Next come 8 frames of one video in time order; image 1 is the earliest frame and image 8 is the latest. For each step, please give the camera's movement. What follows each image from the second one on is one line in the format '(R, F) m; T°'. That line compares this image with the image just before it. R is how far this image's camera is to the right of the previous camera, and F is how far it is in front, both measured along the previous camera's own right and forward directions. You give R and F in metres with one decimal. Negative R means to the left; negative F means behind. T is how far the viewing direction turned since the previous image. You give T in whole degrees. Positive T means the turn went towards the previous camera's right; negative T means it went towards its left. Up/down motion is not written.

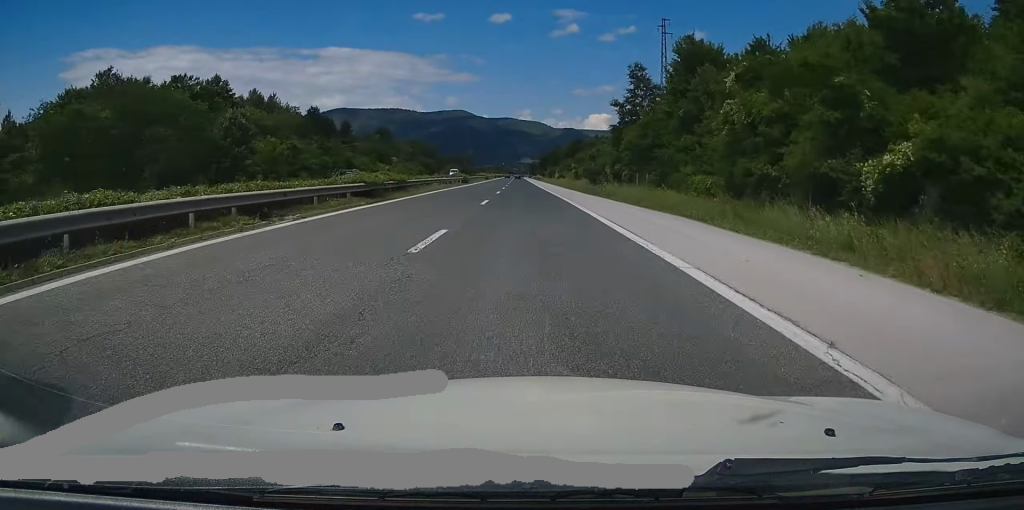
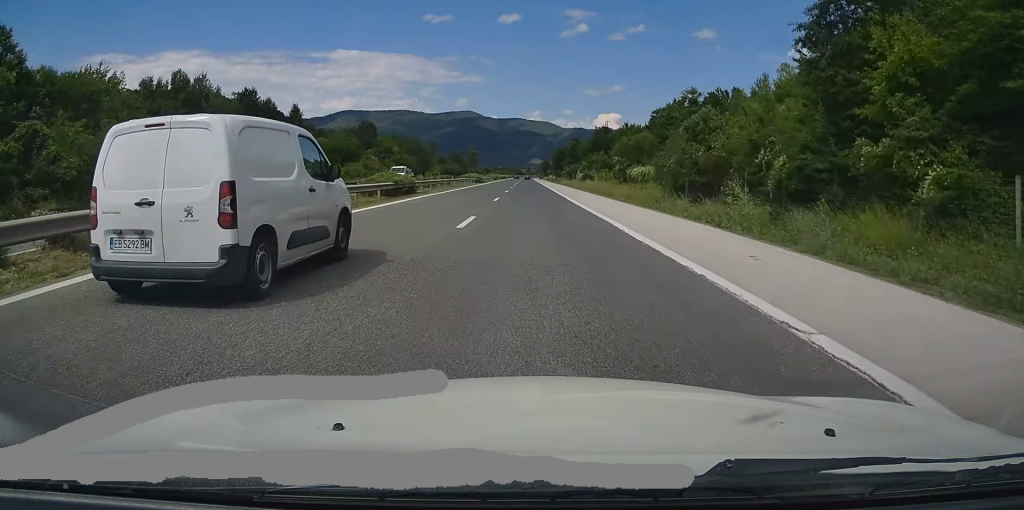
(-0.3, +43.6) m; -1°
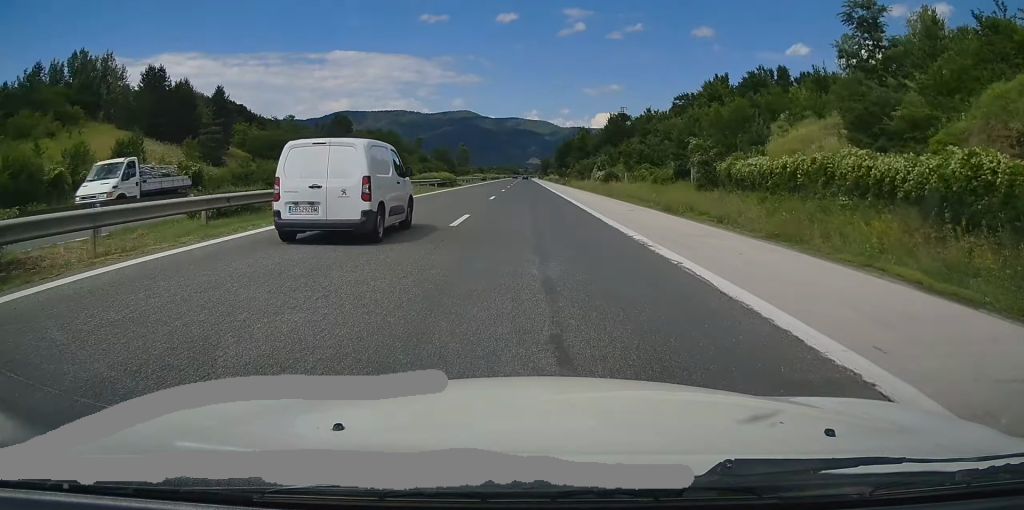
(-0.3, +32.0) m; 0°
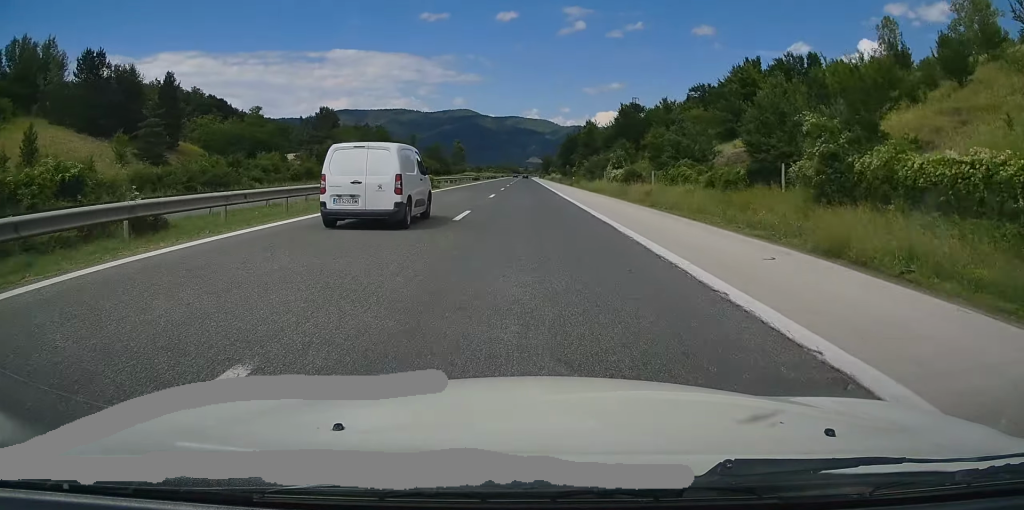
(0.0, +15.0) m; 0°
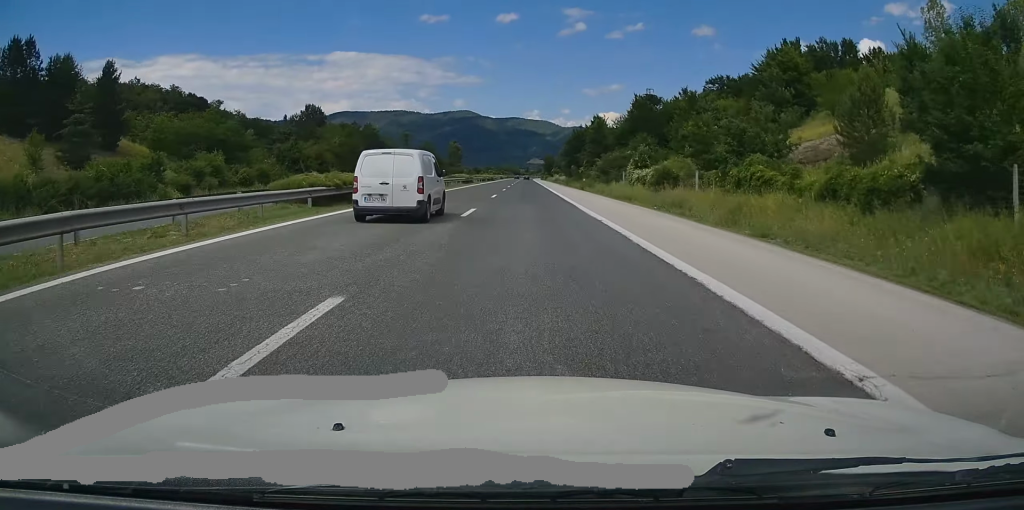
(+0.1, +13.9) m; 0°
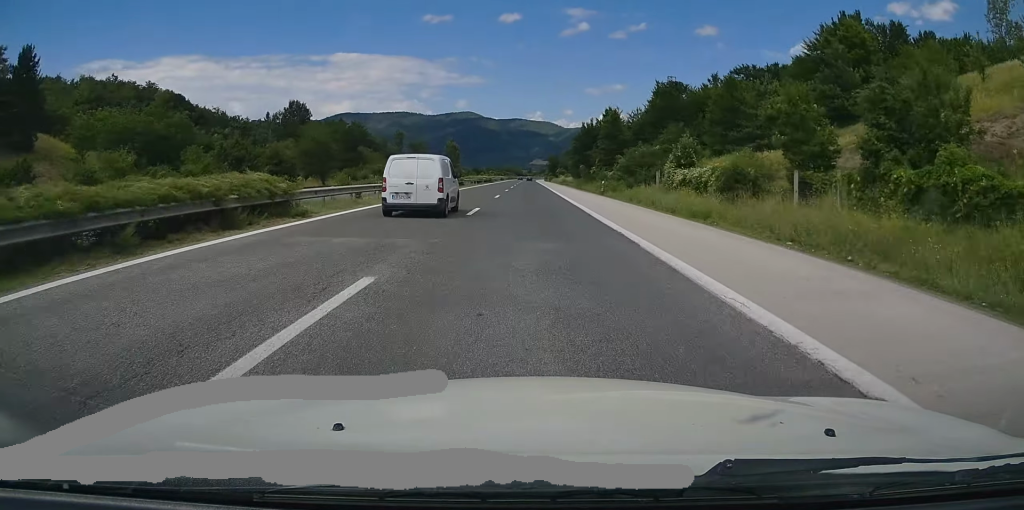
(+0.1, +14.9) m; 0°
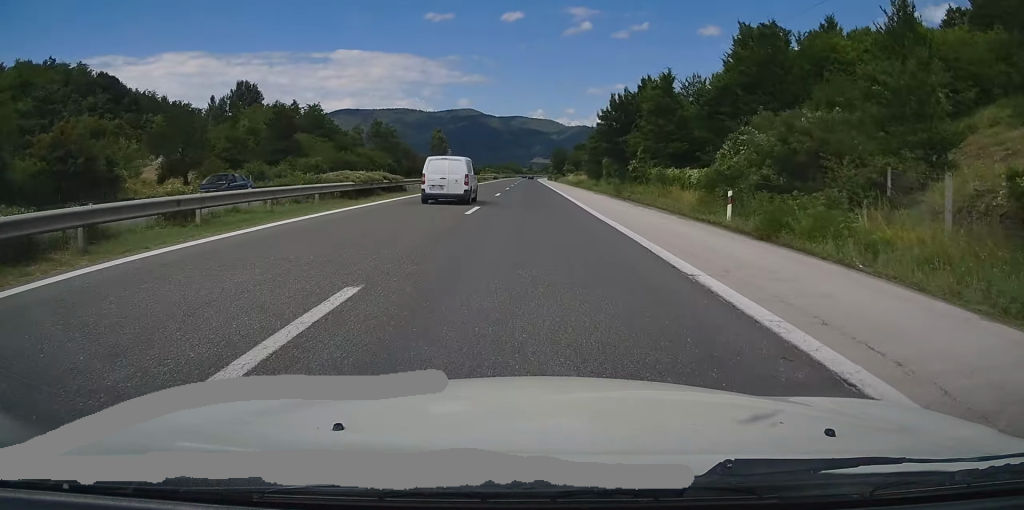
(0.0, +32.7) m; 0°
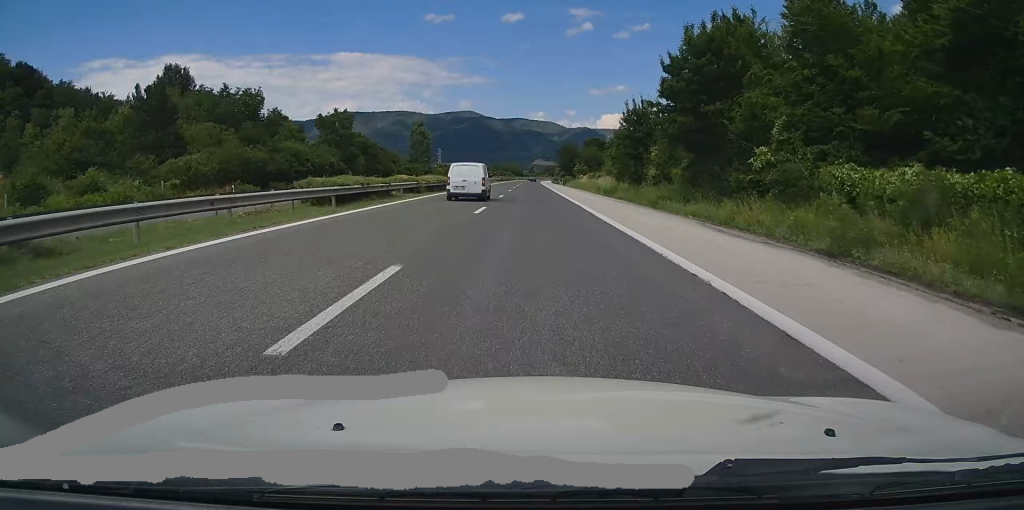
(-0.1, +30.4) m; 0°
